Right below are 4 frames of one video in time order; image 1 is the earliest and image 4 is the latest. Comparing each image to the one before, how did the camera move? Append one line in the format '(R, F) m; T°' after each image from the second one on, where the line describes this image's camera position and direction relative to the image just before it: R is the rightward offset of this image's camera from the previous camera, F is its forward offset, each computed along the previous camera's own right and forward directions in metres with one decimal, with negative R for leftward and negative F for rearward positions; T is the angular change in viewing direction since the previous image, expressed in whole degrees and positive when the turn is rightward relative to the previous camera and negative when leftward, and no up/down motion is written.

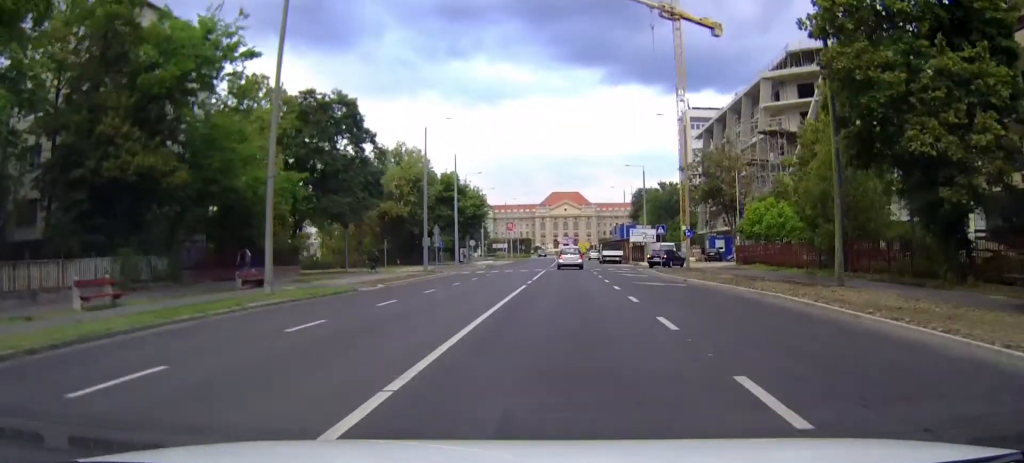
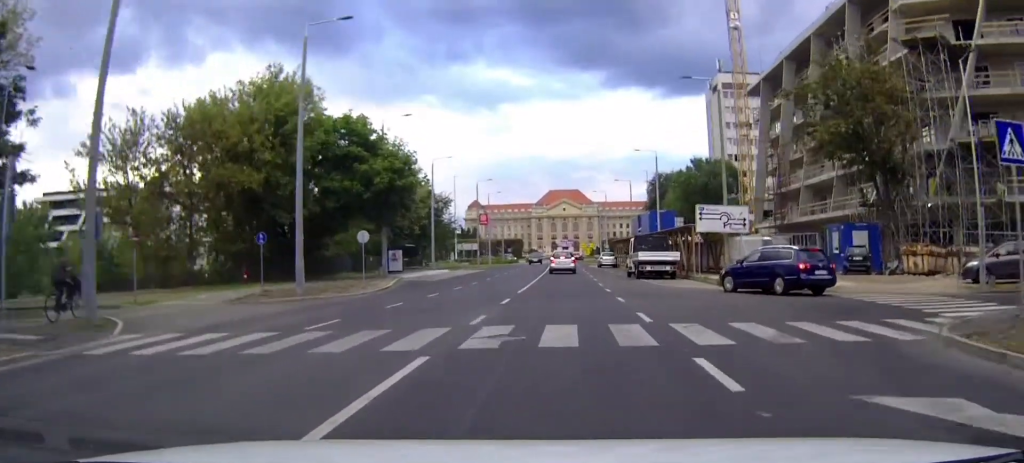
(+0.3, +41.1) m; 0°
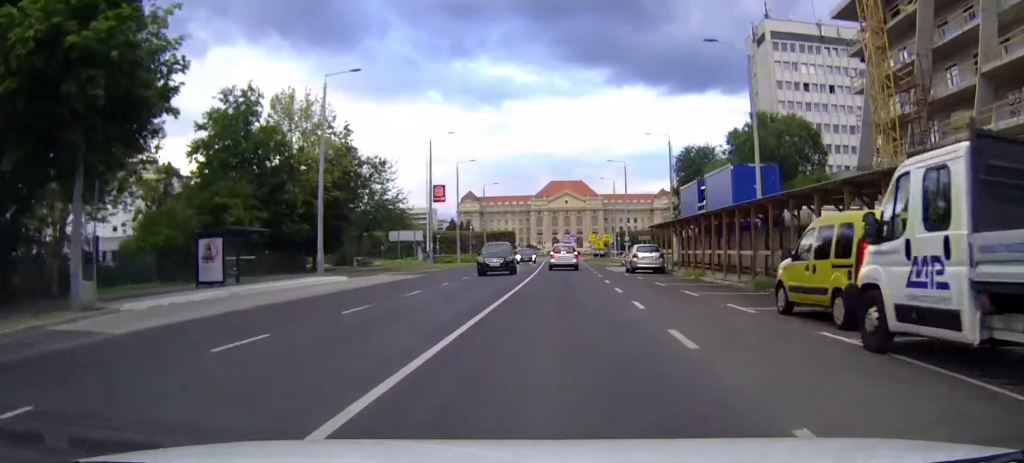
(-0.2, +33.7) m; 0°
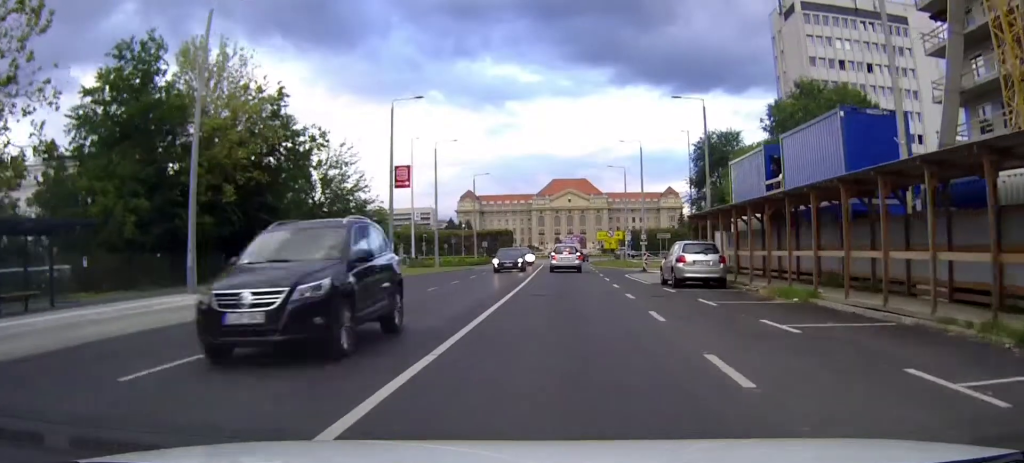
(0.0, +14.8) m; 0°
